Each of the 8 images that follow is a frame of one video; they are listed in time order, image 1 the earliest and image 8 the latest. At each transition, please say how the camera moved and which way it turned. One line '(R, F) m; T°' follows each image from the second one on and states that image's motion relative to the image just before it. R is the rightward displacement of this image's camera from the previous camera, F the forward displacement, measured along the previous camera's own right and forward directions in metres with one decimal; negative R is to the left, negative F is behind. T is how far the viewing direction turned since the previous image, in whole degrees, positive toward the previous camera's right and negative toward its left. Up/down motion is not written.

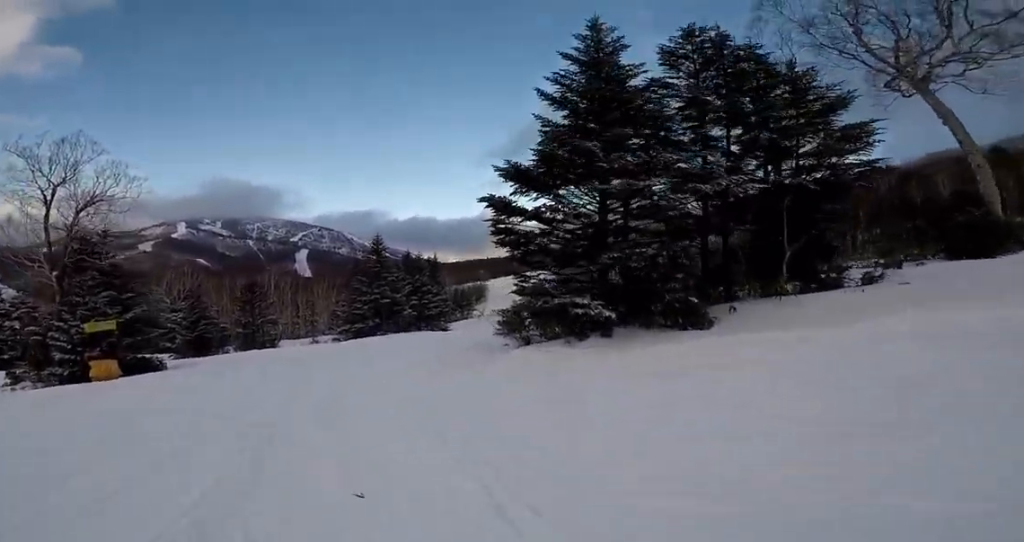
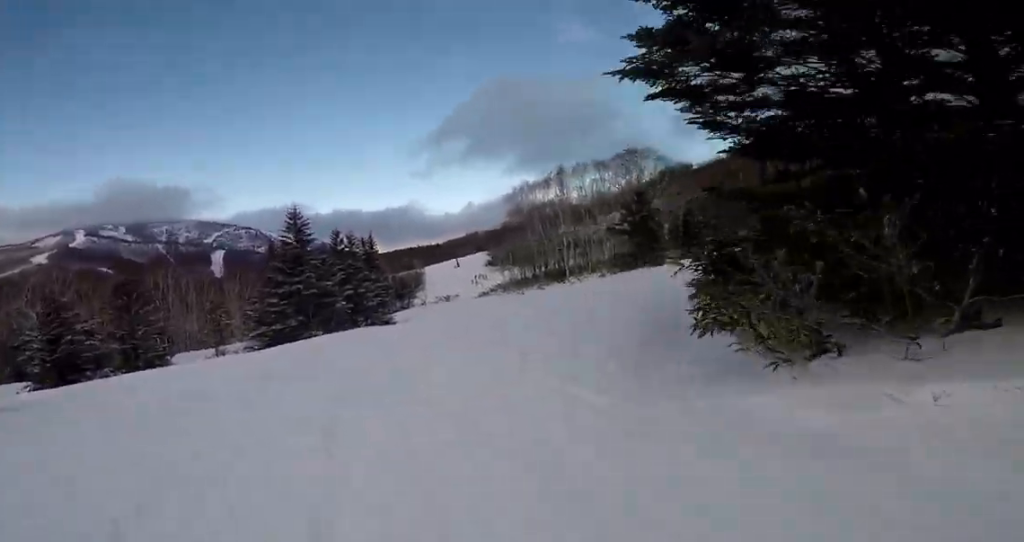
(+0.3, +9.7) m; +2°
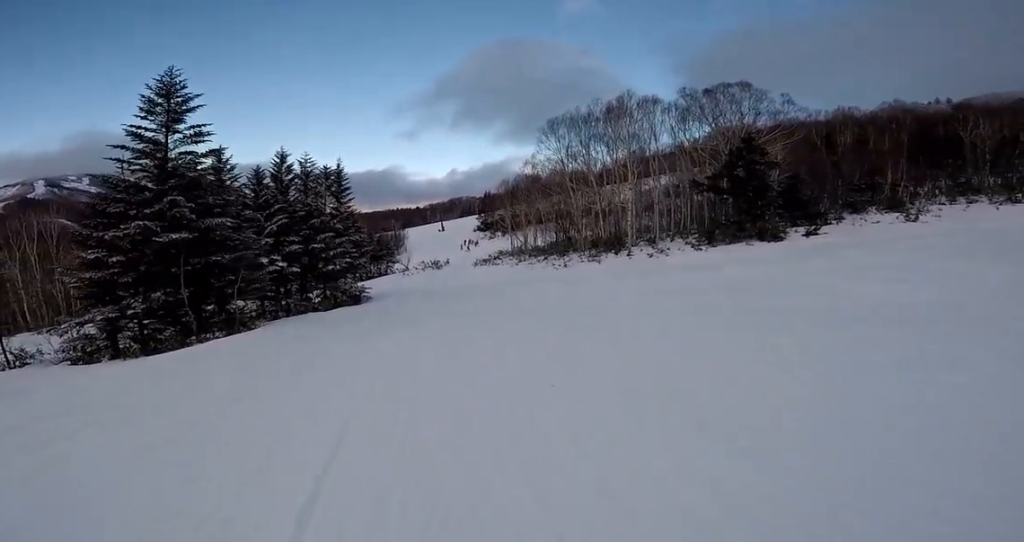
(+3.1, +17.6) m; +17°
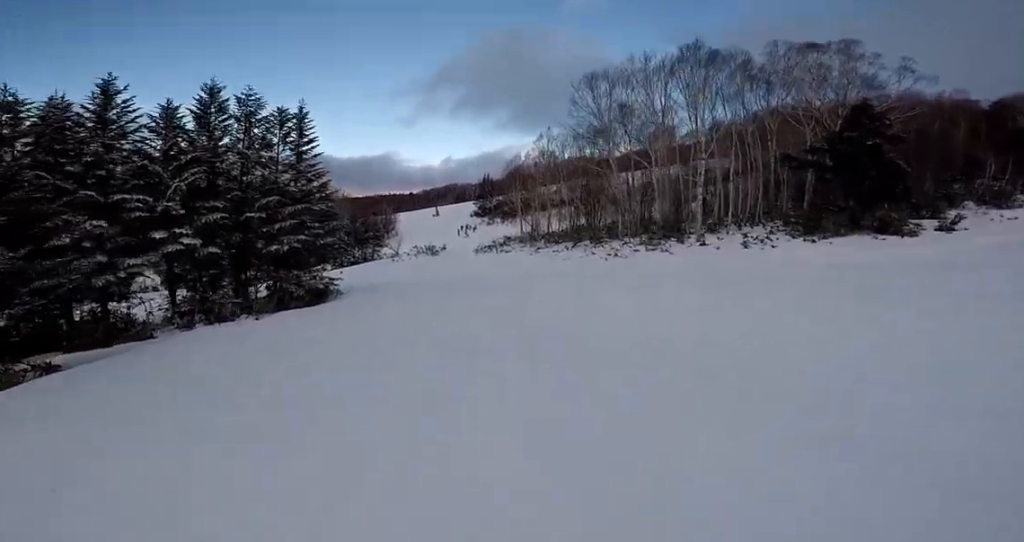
(-0.4, +10.3) m; +1°
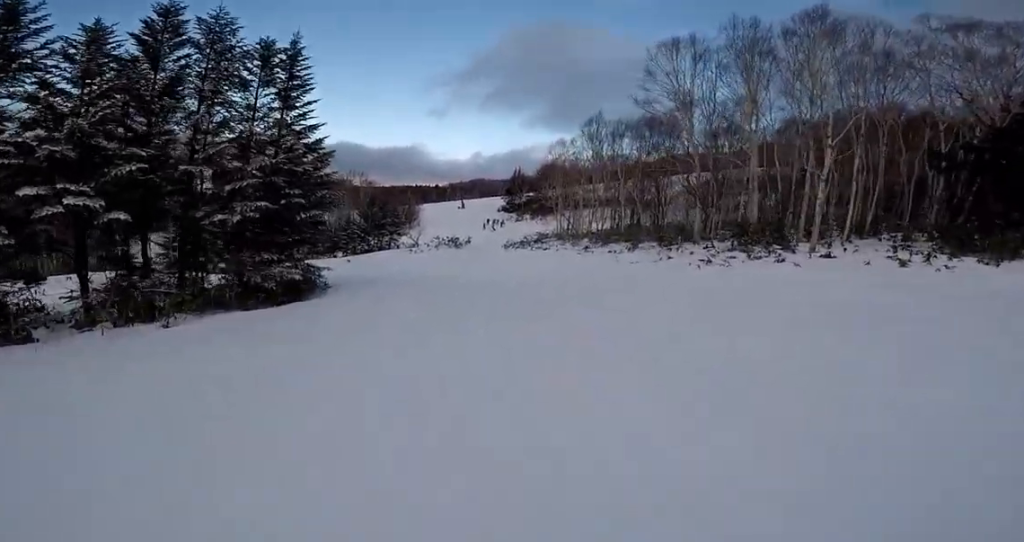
(+0.5, +6.5) m; 0°
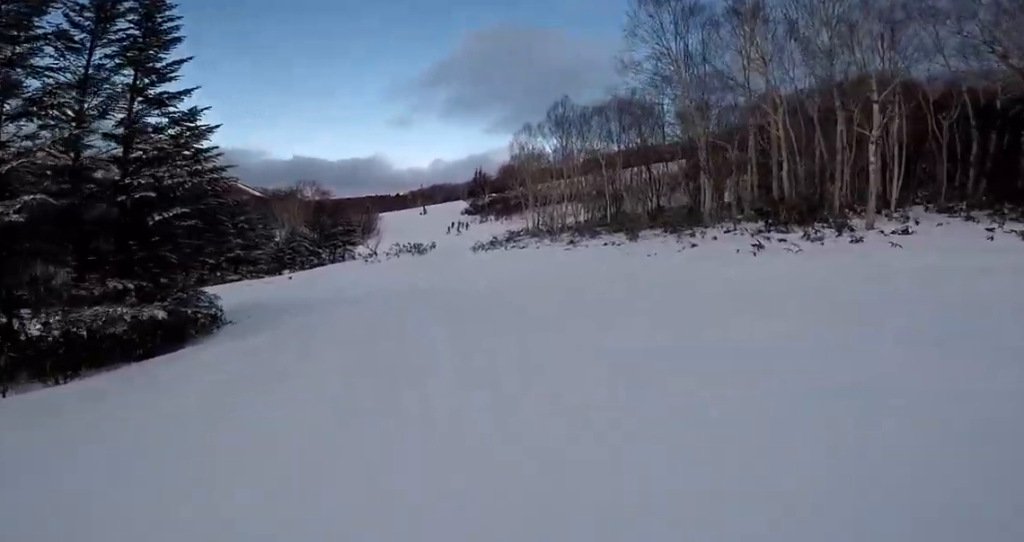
(0.0, +5.6) m; 0°
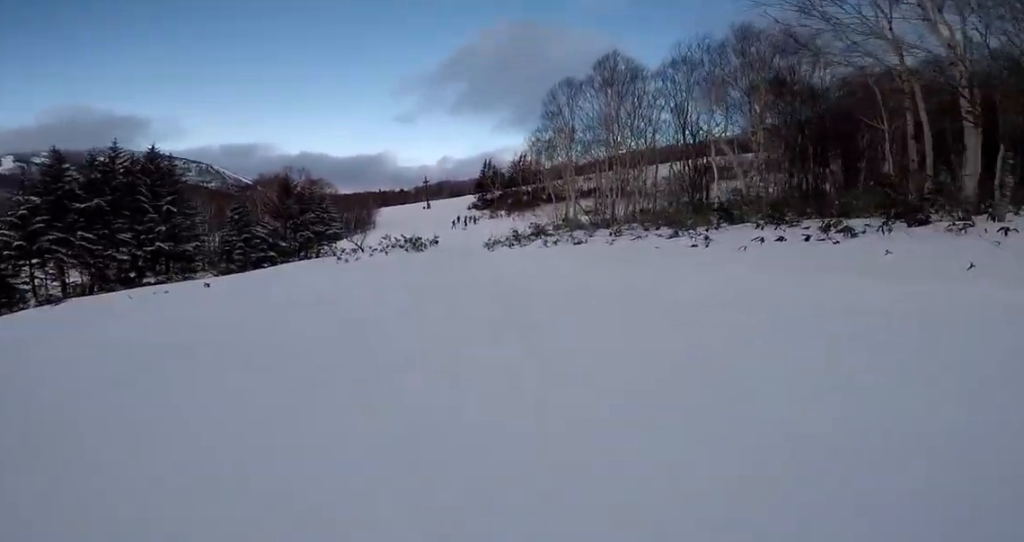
(-0.1, +11.2) m; 0°
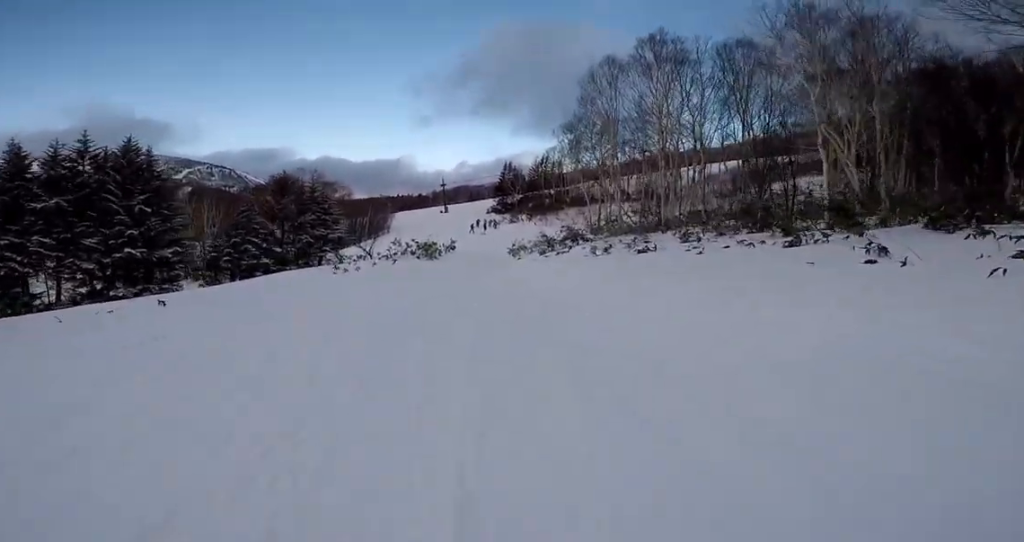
(+0.3, +4.7) m; -1°
